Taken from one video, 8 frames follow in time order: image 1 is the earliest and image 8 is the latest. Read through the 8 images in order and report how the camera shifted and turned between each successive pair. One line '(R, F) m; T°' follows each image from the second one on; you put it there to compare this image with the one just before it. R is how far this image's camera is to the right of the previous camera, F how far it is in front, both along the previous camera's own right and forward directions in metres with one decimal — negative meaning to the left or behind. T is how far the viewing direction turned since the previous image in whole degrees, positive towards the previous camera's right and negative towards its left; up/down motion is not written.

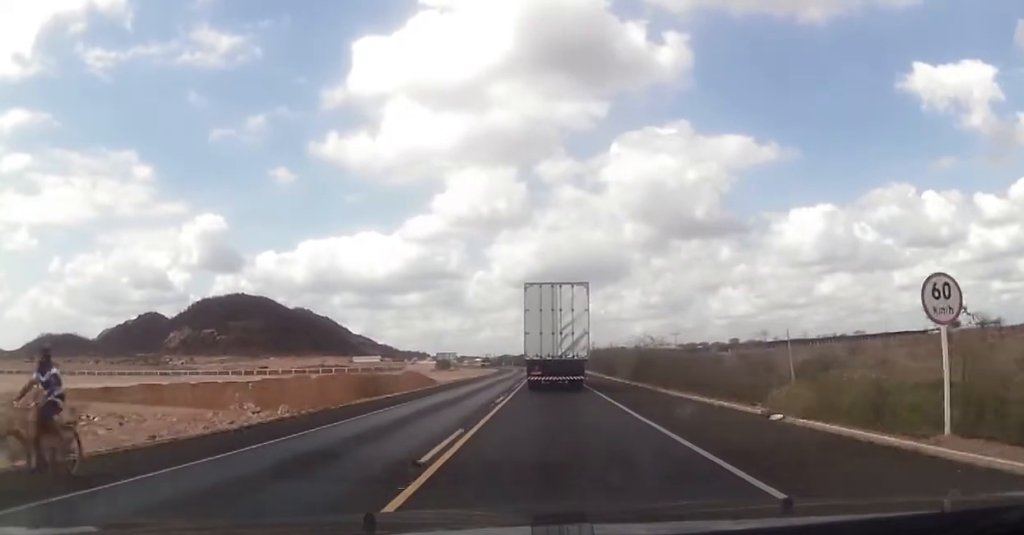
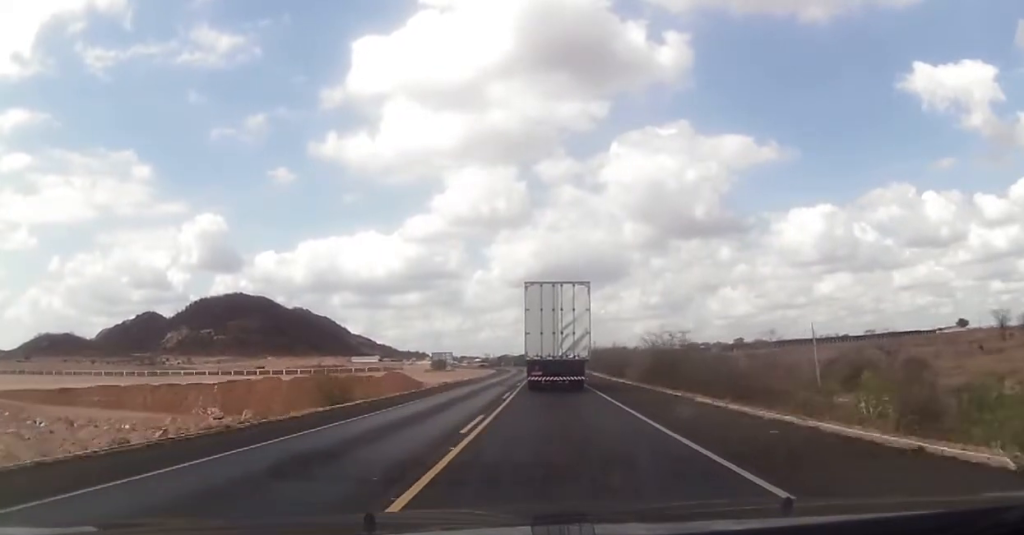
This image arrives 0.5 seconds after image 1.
(-0.3, +9.5) m; 0°
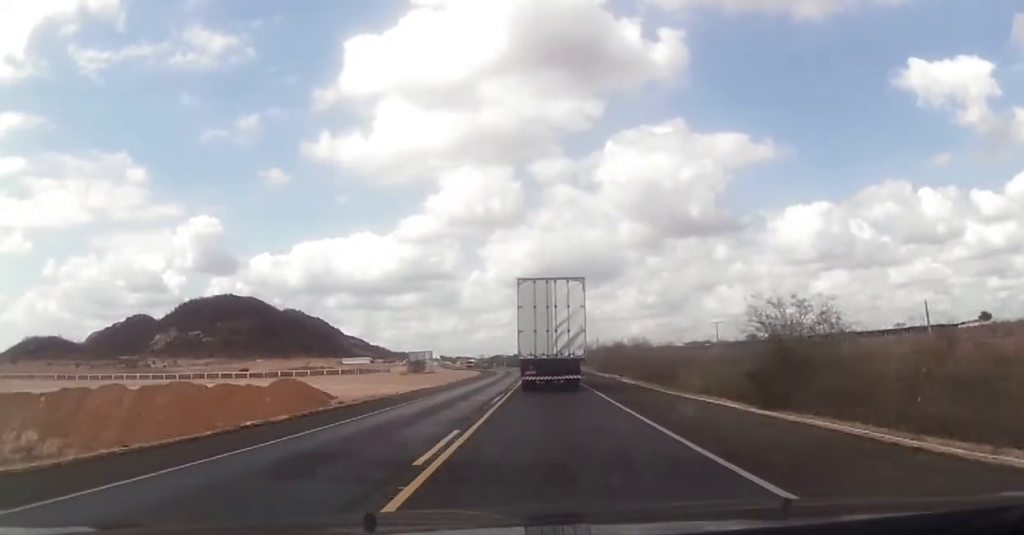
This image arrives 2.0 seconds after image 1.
(+0.3, +29.5) m; 0°
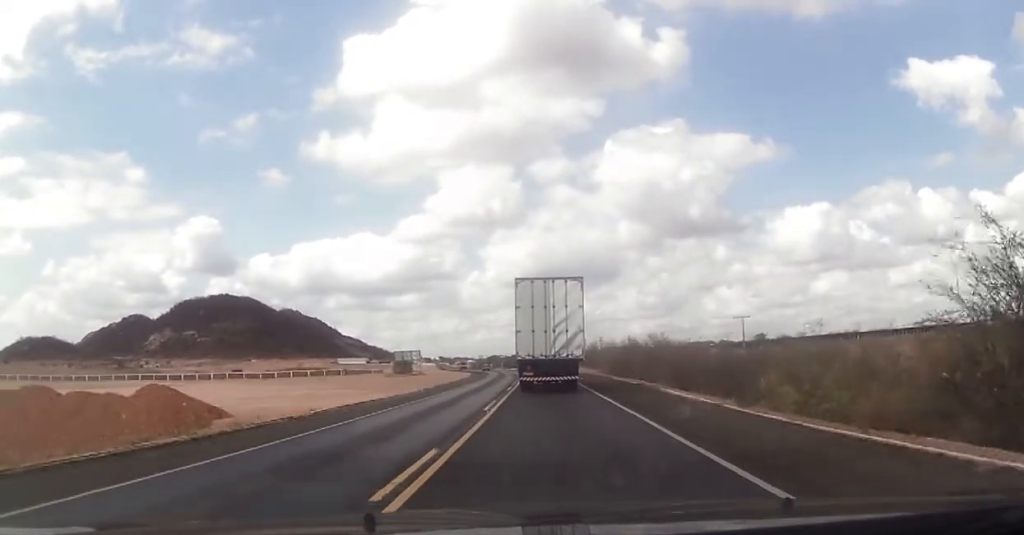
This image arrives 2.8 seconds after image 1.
(-0.2, +15.5) m; 0°
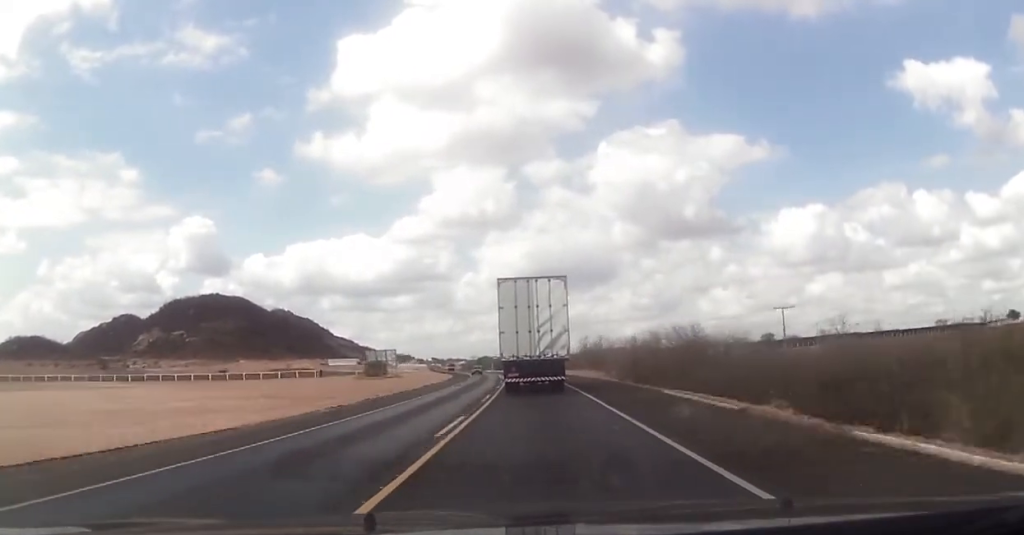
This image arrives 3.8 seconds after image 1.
(+0.5, +19.4) m; +1°
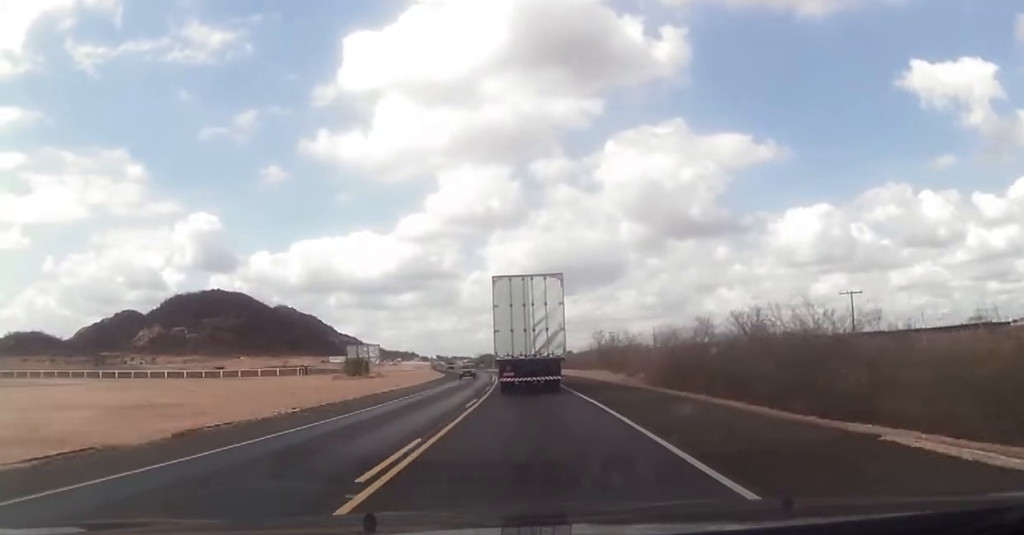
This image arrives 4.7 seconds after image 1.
(0.0, +17.3) m; -2°
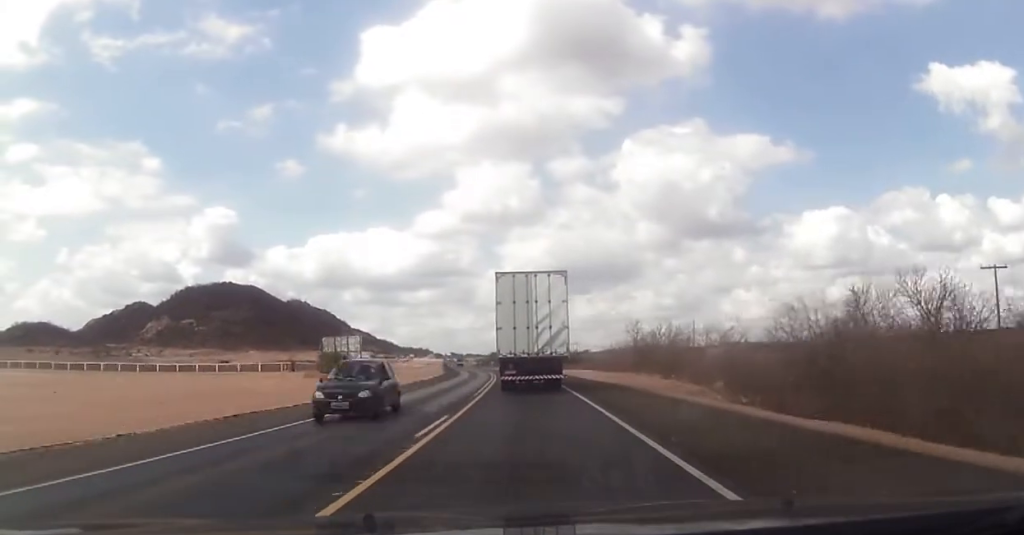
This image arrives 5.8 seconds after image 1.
(-0.4, +20.6) m; 0°
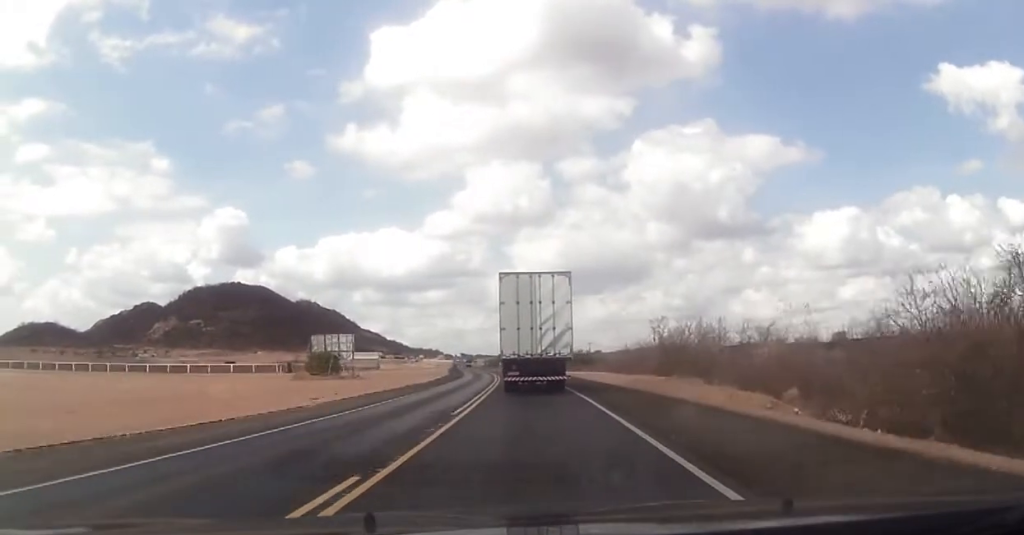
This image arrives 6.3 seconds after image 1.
(+0.3, +9.1) m; 0°
